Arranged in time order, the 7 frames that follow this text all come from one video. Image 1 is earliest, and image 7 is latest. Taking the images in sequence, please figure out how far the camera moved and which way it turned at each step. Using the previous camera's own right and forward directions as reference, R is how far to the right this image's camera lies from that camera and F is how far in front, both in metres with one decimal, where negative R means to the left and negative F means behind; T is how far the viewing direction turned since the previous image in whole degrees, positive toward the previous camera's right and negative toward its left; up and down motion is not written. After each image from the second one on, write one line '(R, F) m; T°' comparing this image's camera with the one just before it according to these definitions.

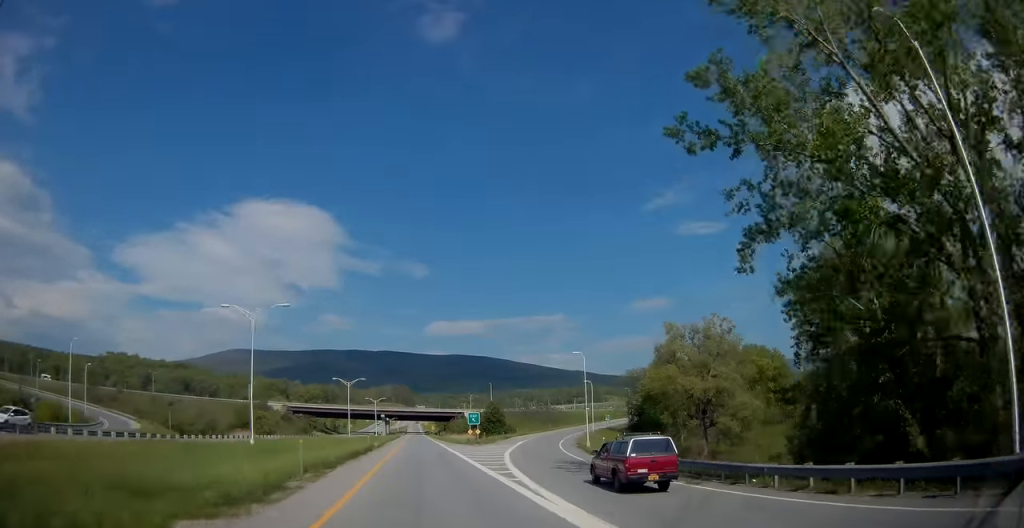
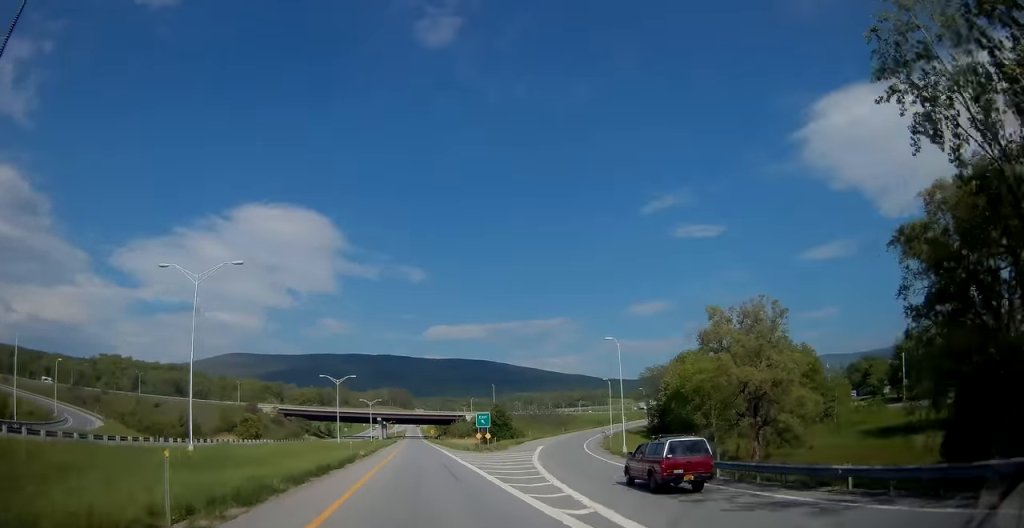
(-0.2, +12.2) m; -1°
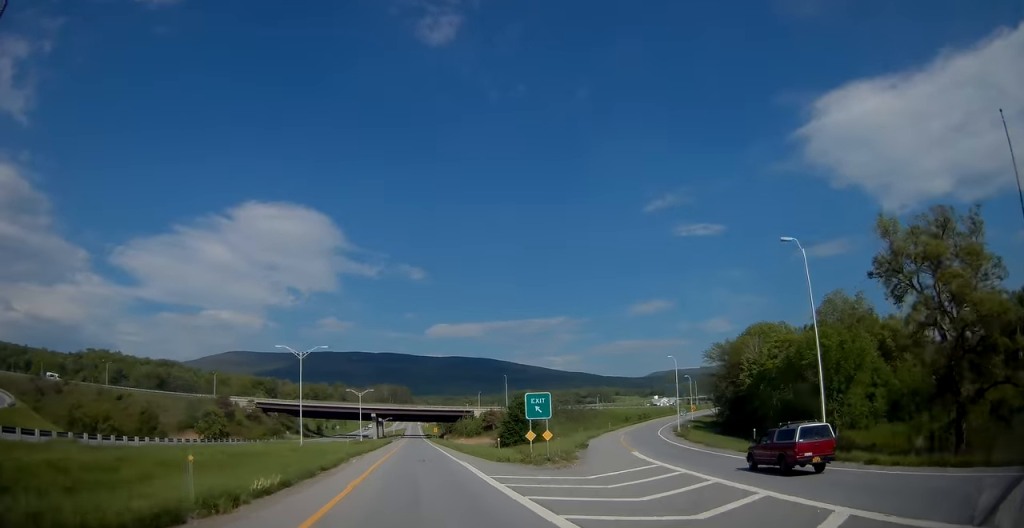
(-0.1, +28.5) m; +1°
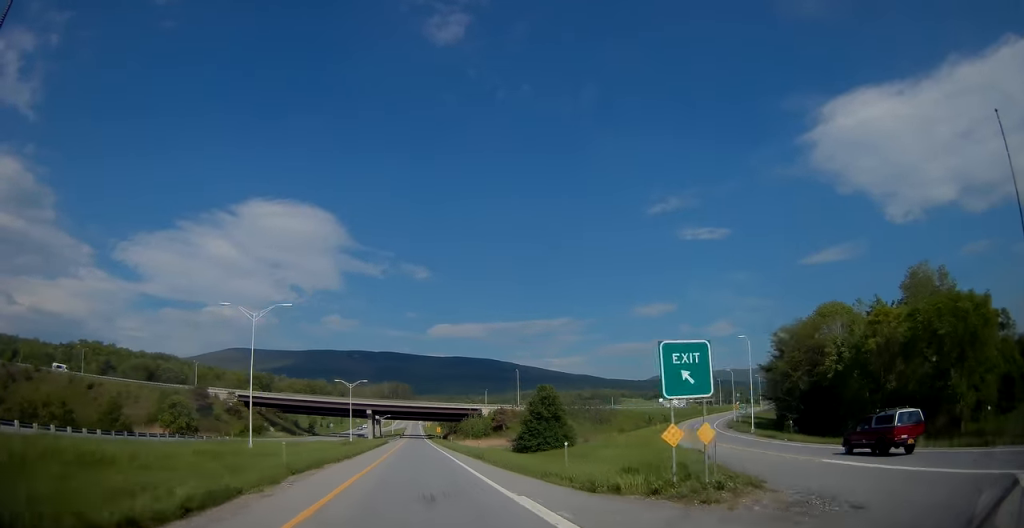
(+0.4, +18.7) m; +1°
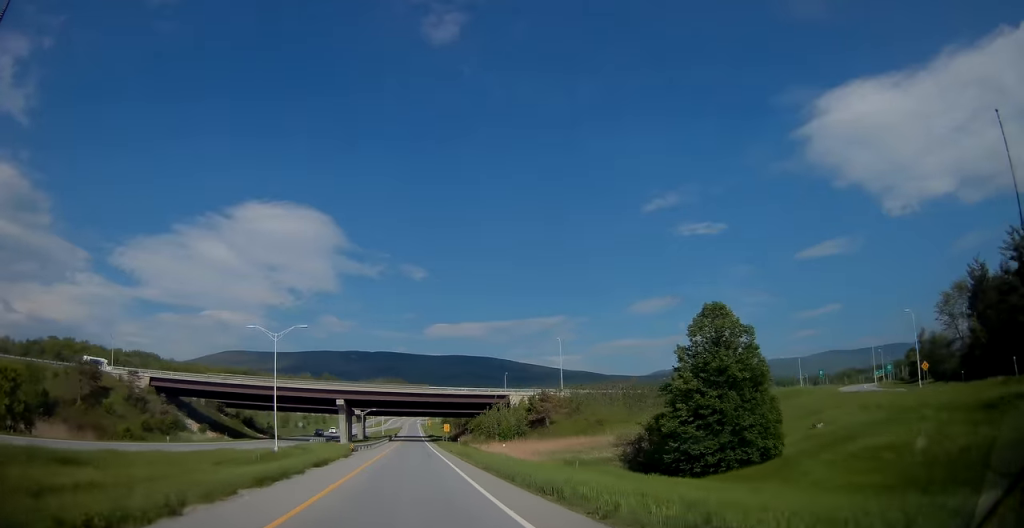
(-0.7, +52.7) m; -1°
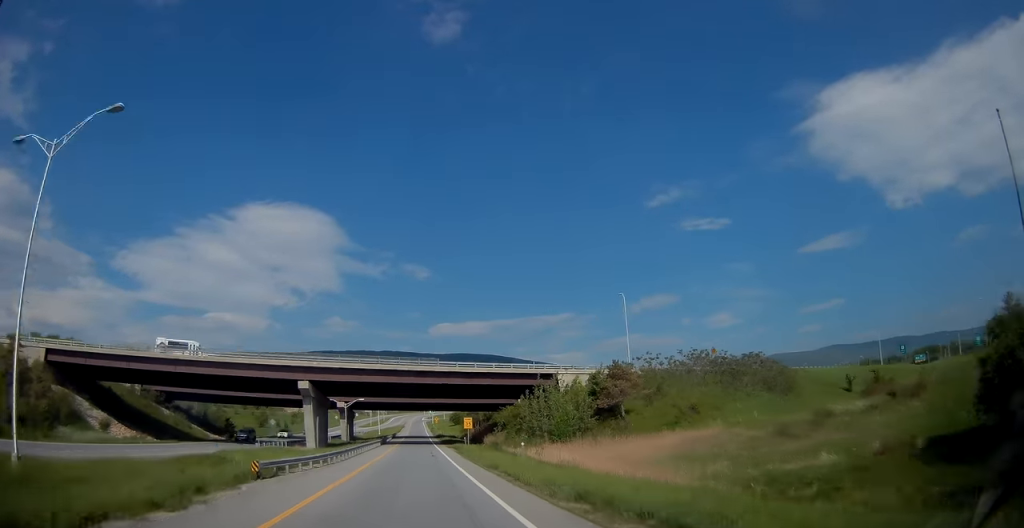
(+0.3, +35.6) m; 0°
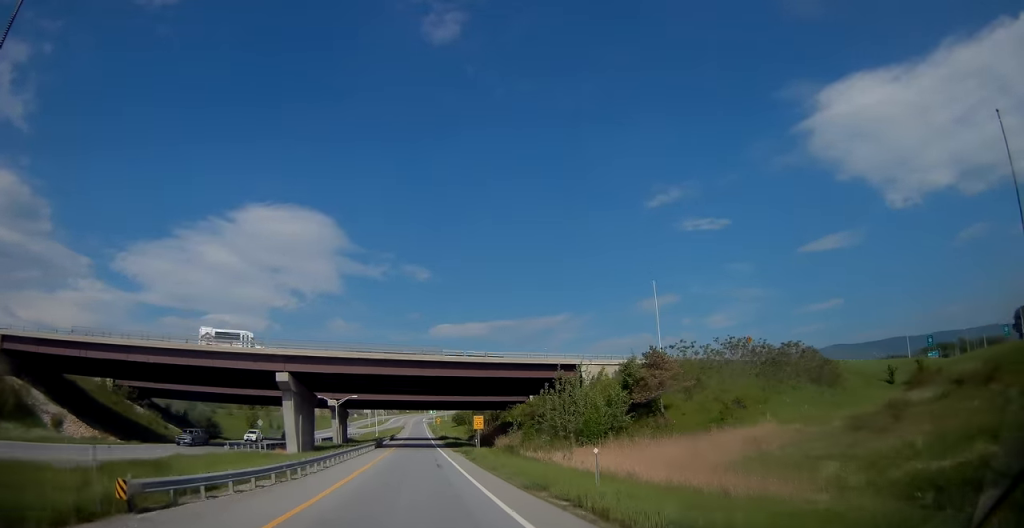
(-0.2, +10.8) m; 0°
